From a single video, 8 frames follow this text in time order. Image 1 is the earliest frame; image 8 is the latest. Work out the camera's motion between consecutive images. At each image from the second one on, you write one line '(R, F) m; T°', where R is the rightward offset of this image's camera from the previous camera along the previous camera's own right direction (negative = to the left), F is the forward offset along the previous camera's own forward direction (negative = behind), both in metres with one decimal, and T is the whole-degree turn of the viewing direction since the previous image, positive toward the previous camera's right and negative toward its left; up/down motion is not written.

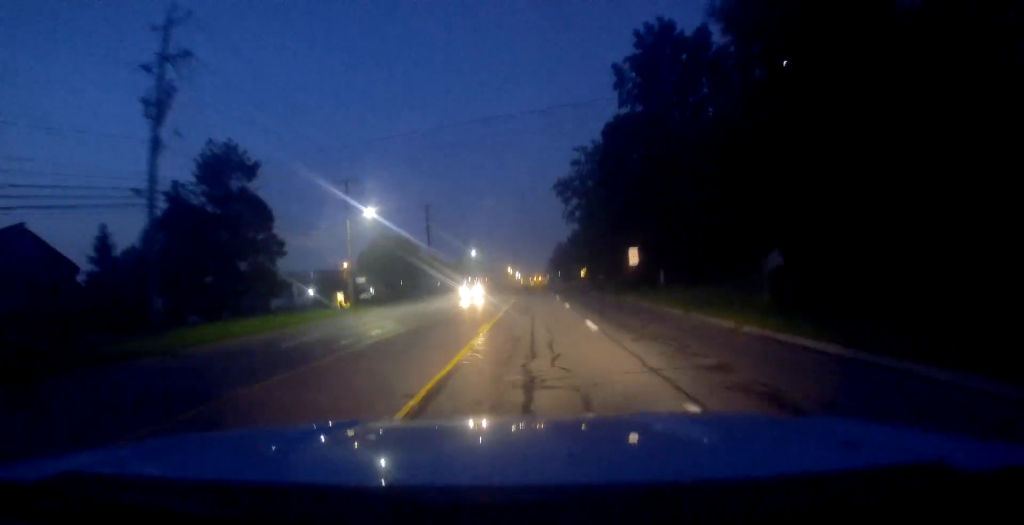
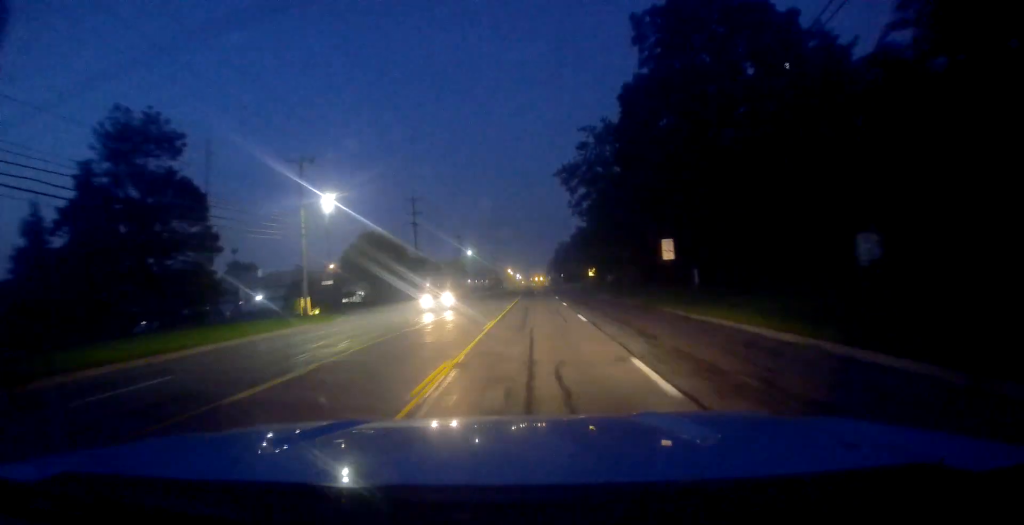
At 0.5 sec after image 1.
(+0.2, +10.7) m; -1°
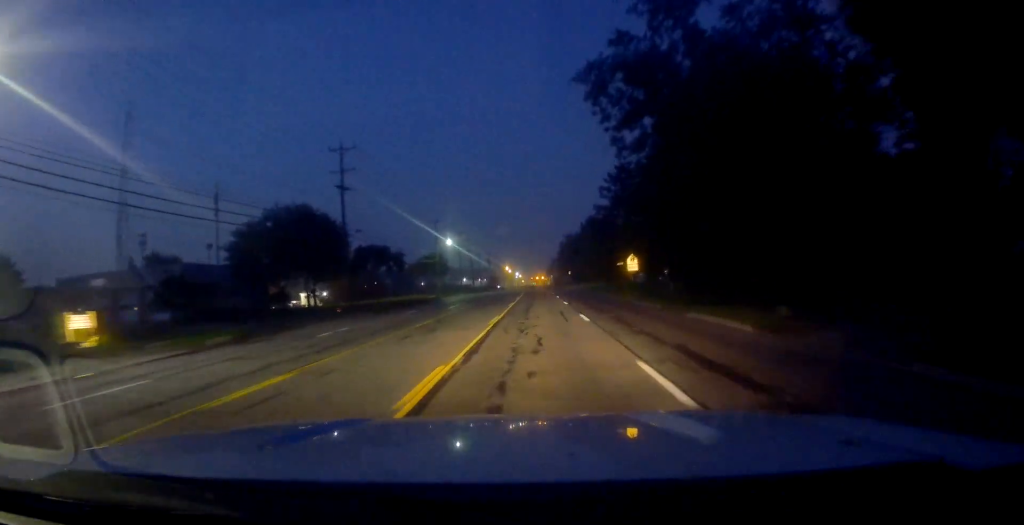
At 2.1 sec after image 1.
(-0.7, +30.8) m; 0°
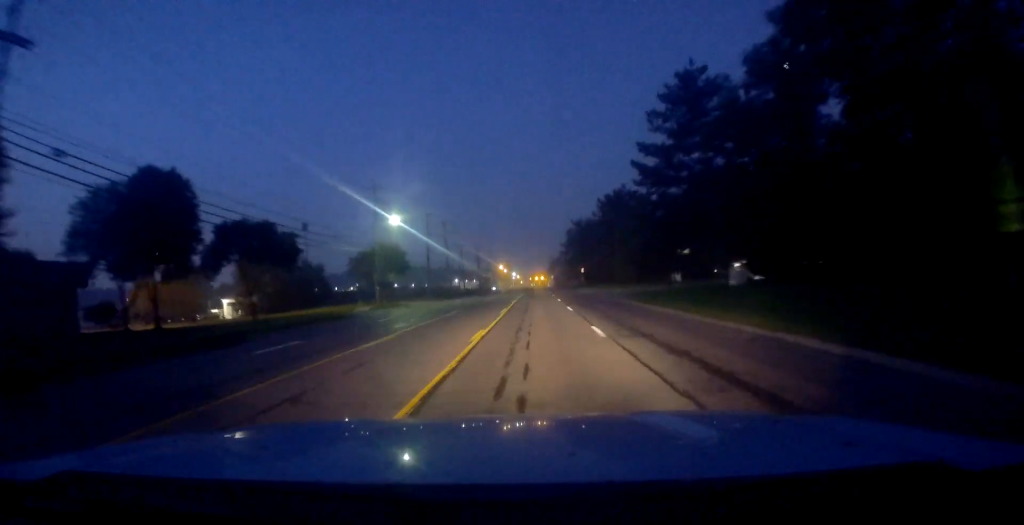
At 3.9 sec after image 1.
(+0.6, +37.6) m; +1°
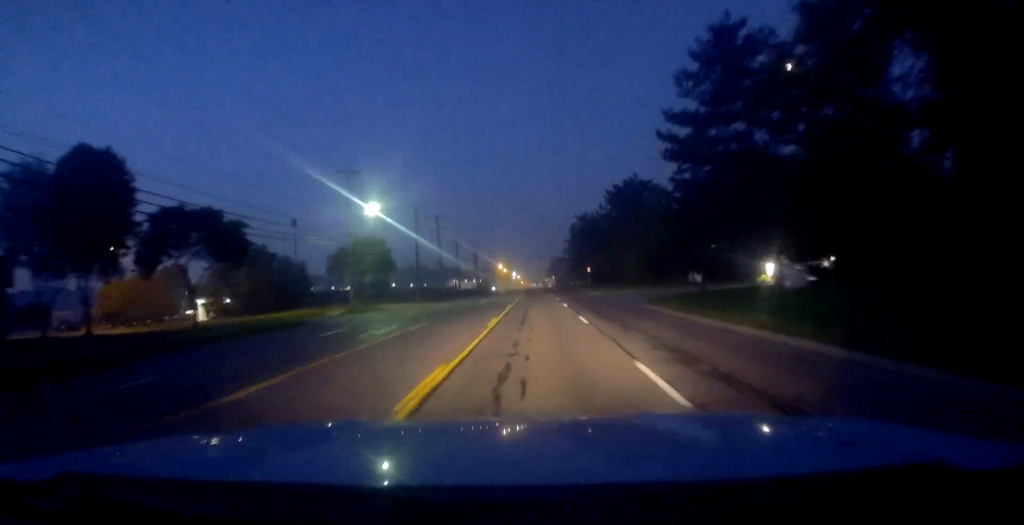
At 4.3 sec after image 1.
(+0.1, +9.1) m; 0°
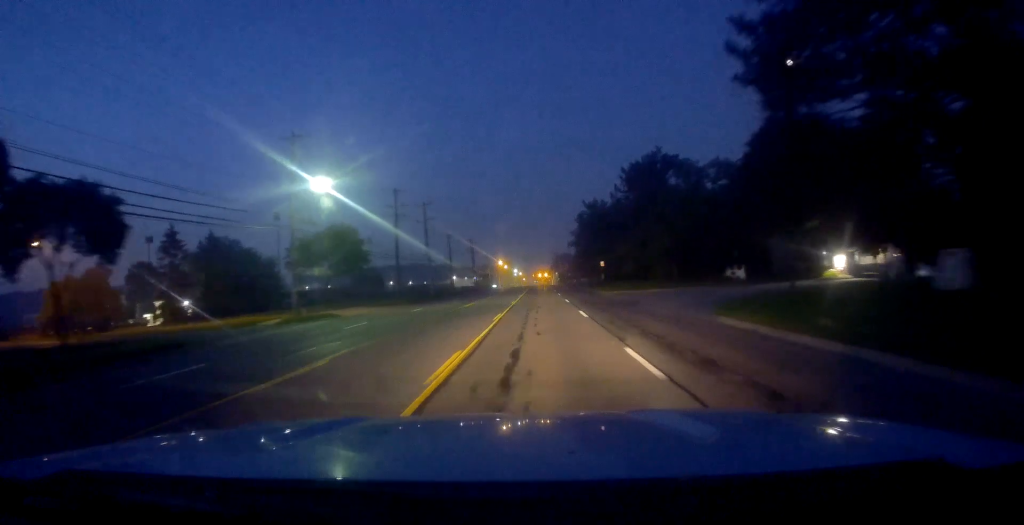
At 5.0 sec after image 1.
(+0.3, +13.2) m; -1°
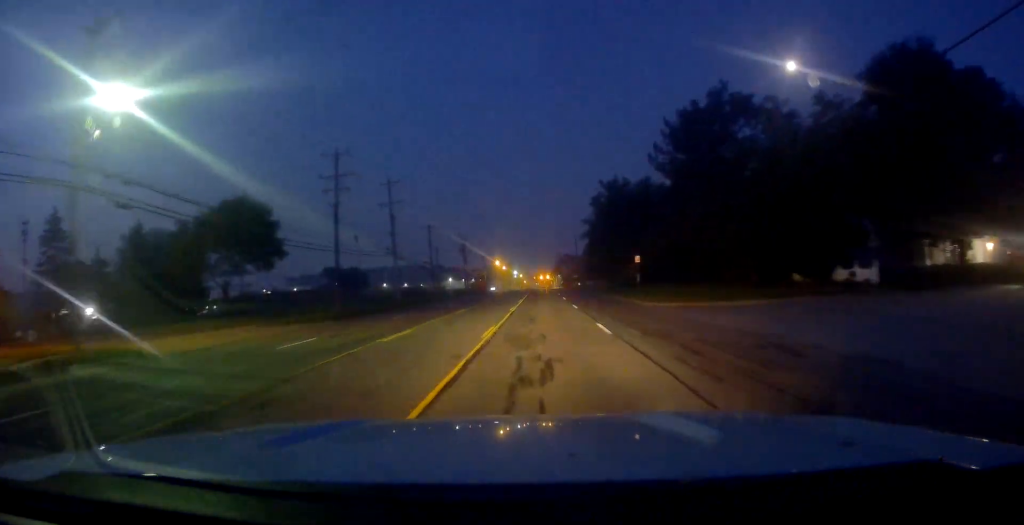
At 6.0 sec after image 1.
(-0.7, +21.5) m; 0°
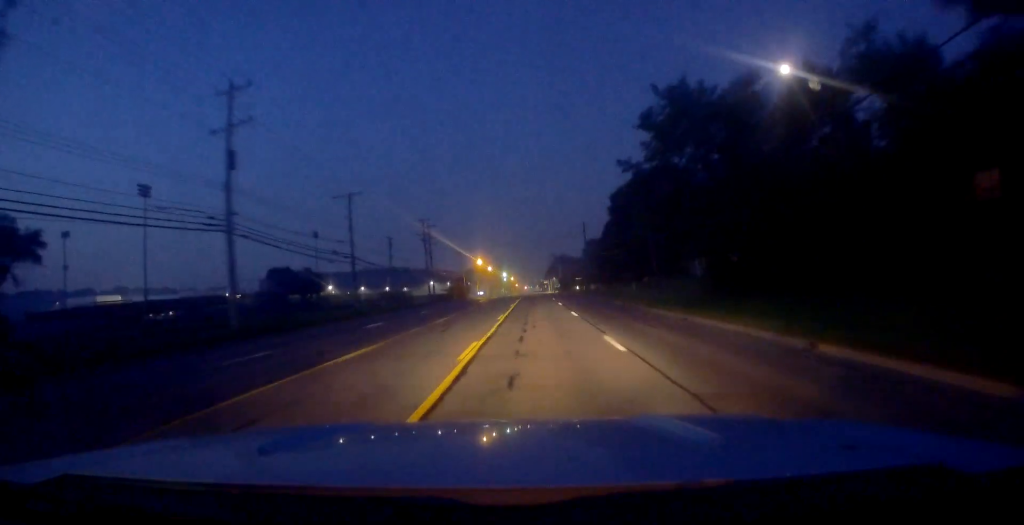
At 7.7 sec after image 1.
(+1.3, +35.1) m; +2°
